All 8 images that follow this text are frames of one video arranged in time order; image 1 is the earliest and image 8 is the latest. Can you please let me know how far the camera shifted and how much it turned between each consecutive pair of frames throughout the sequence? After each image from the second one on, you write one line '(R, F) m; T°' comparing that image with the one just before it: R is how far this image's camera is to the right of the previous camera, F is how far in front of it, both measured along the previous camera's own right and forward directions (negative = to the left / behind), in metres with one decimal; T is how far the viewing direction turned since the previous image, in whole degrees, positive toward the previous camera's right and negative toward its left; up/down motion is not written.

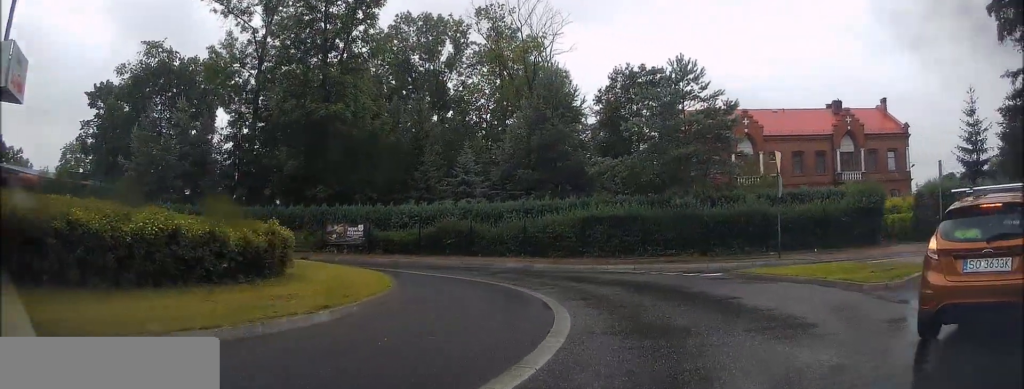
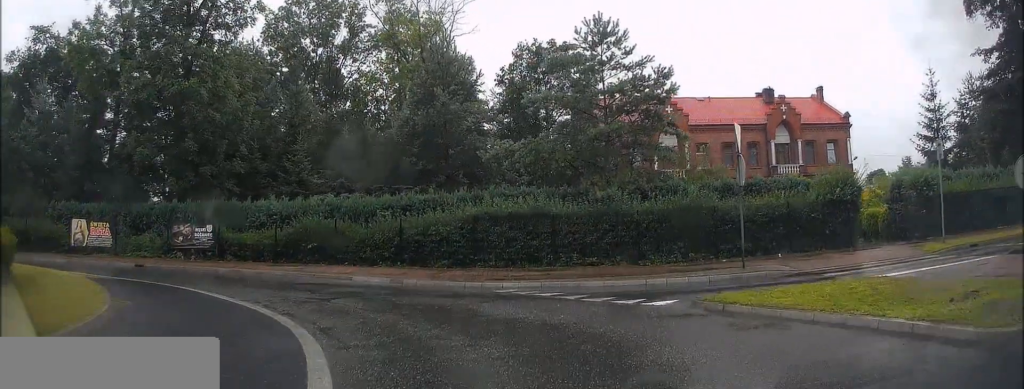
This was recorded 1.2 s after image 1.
(+0.3, +5.2) m; 0°
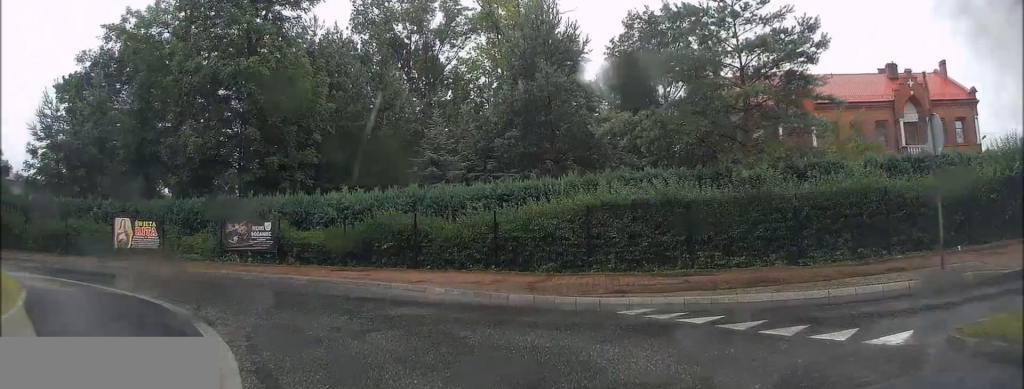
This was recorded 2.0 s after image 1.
(-0.1, +4.2) m; -8°
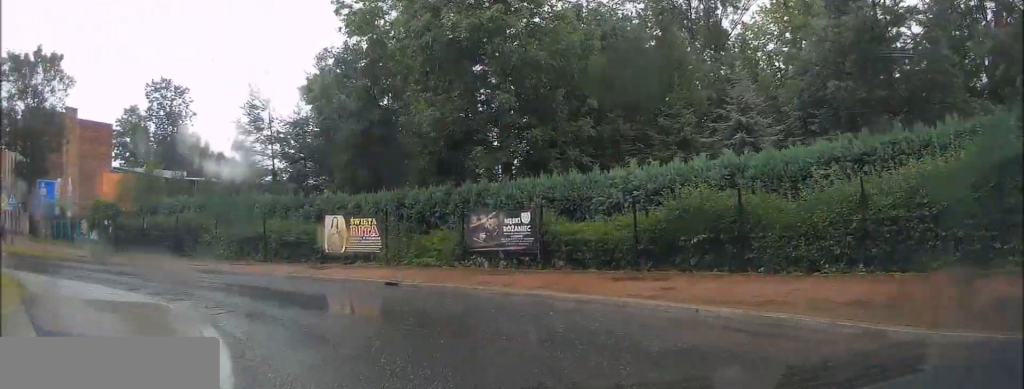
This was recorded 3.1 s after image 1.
(-0.8, +5.7) m; -21°
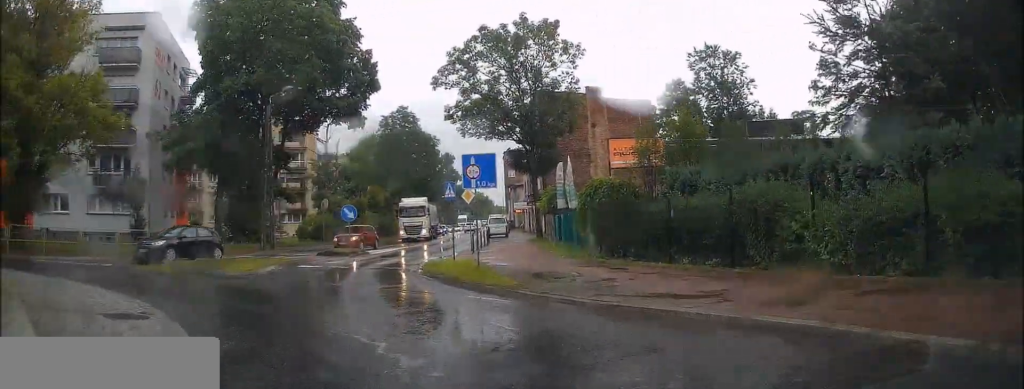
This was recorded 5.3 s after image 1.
(-5.6, +10.1) m; -62°
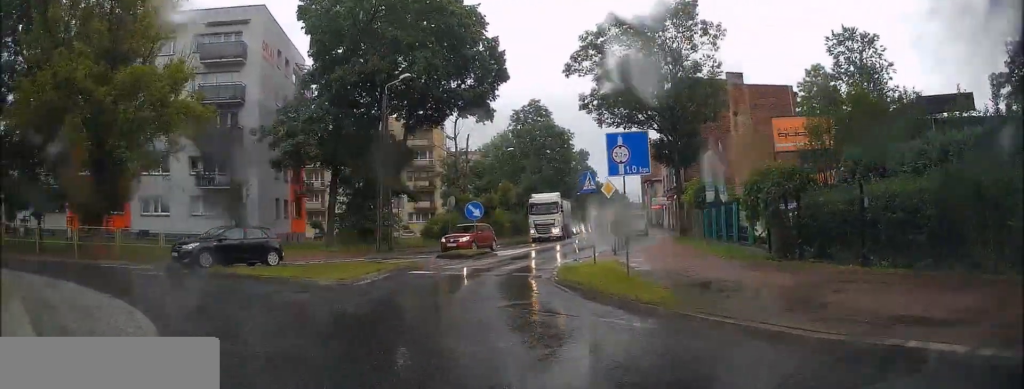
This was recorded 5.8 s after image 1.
(-0.4, +3.1) m; -14°
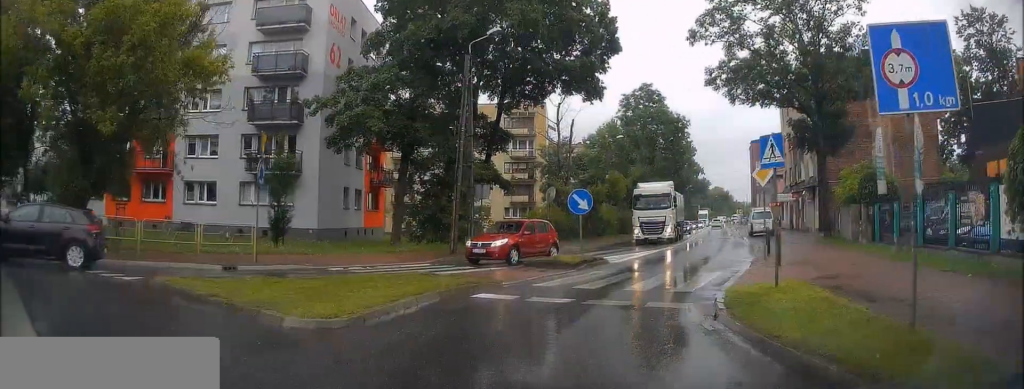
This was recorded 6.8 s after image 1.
(-0.8, +6.9) m; -8°
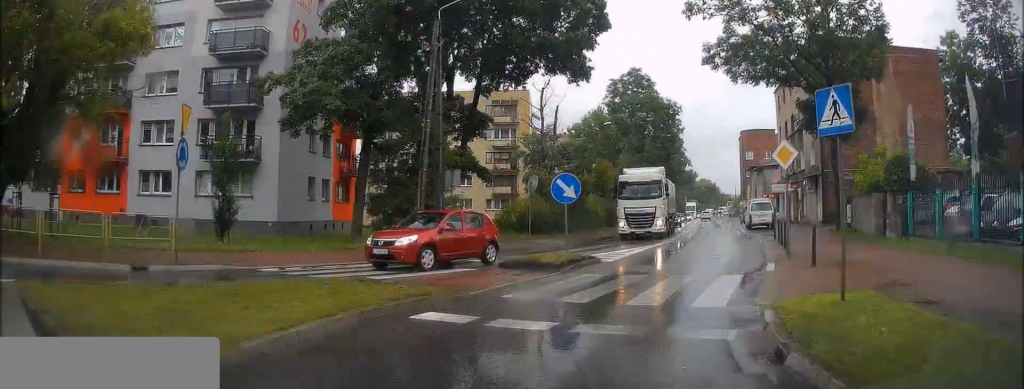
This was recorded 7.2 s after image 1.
(0.0, +3.3) m; +2°
